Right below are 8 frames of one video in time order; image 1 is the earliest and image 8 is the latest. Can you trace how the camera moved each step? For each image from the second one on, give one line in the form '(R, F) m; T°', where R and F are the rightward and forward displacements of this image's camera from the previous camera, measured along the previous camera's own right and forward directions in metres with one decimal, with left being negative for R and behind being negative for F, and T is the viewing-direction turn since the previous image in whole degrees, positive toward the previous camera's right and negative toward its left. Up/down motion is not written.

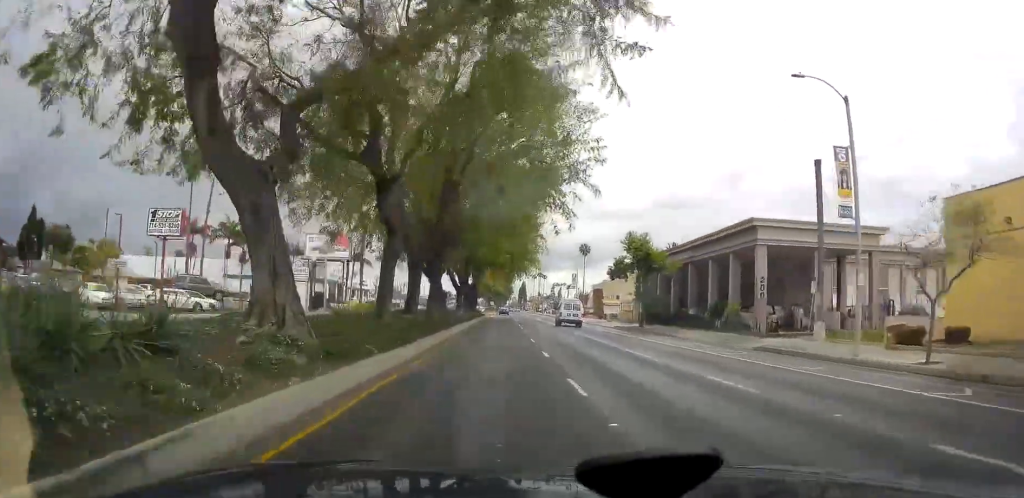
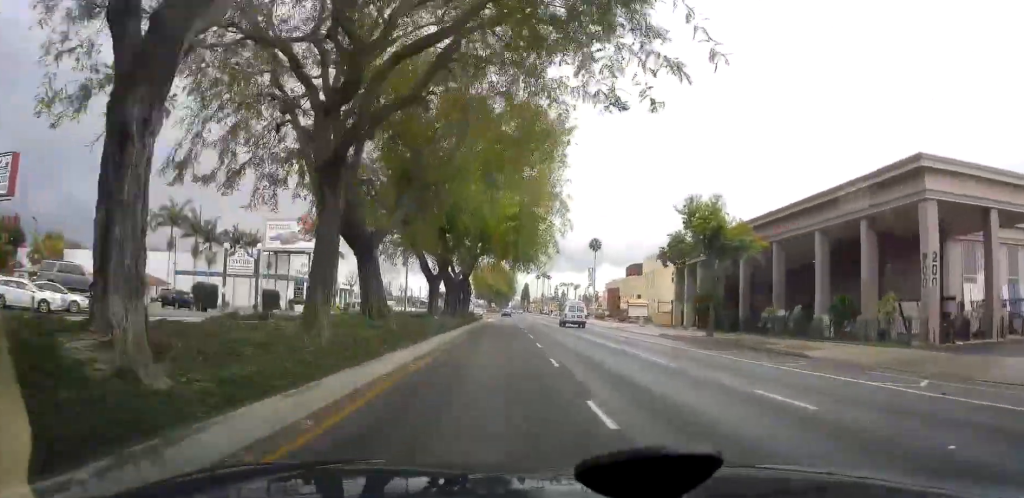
(0.0, +16.6) m; 0°
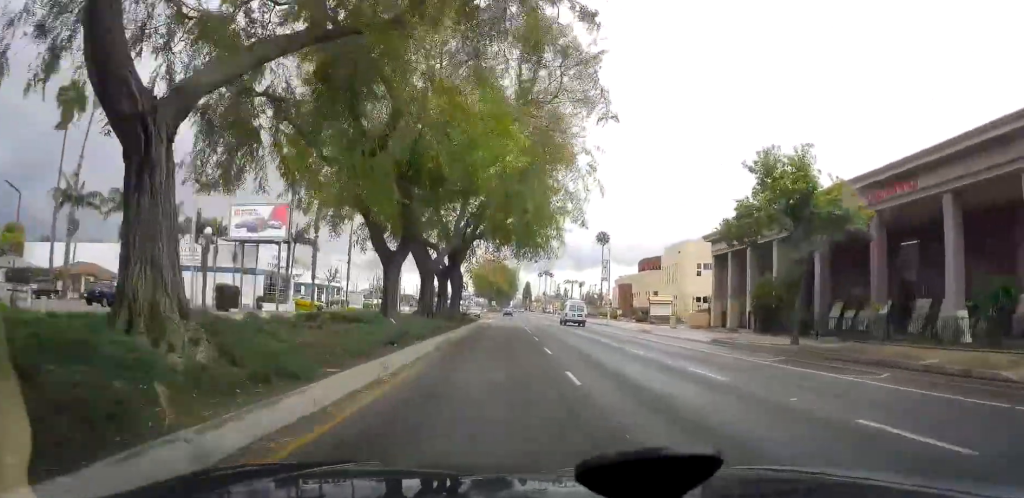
(0.0, +10.3) m; -1°
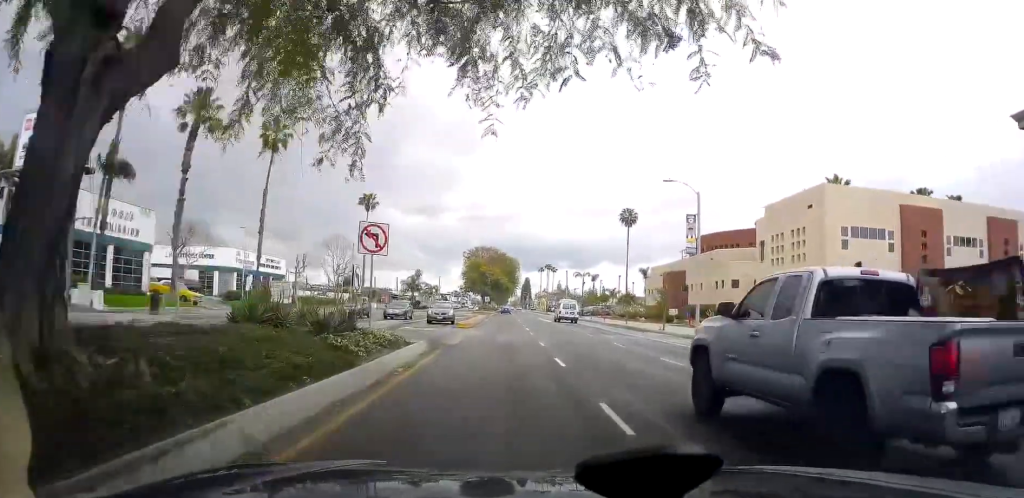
(-0.4, +32.4) m; 0°
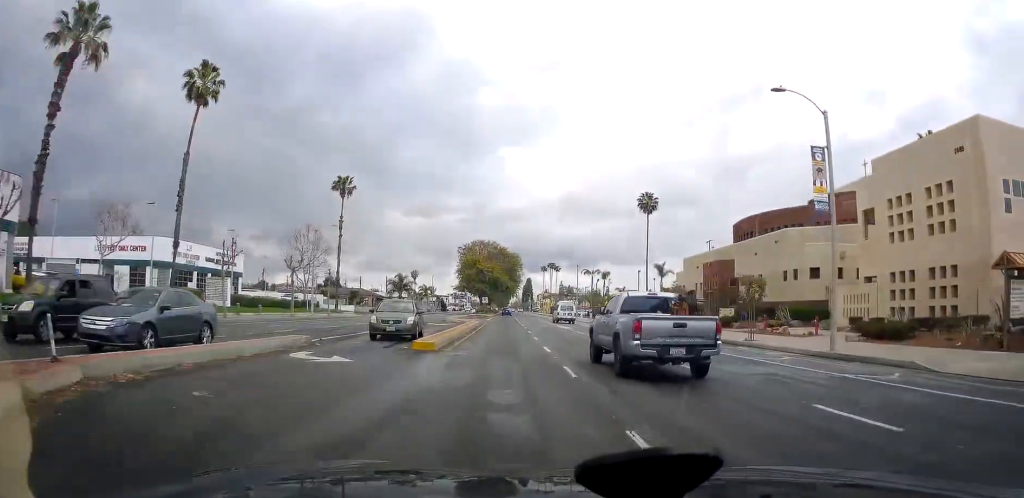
(+0.2, +16.3) m; +1°
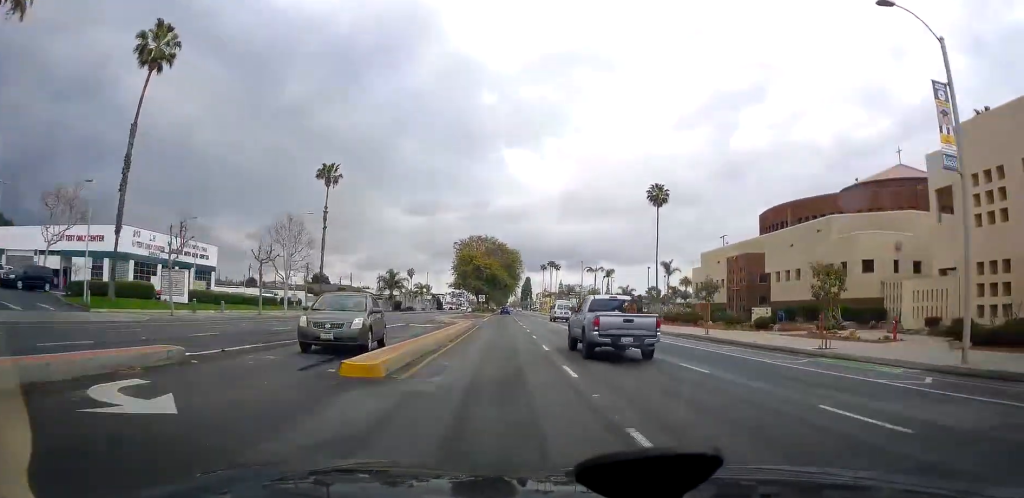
(0.0, +7.6) m; 0°
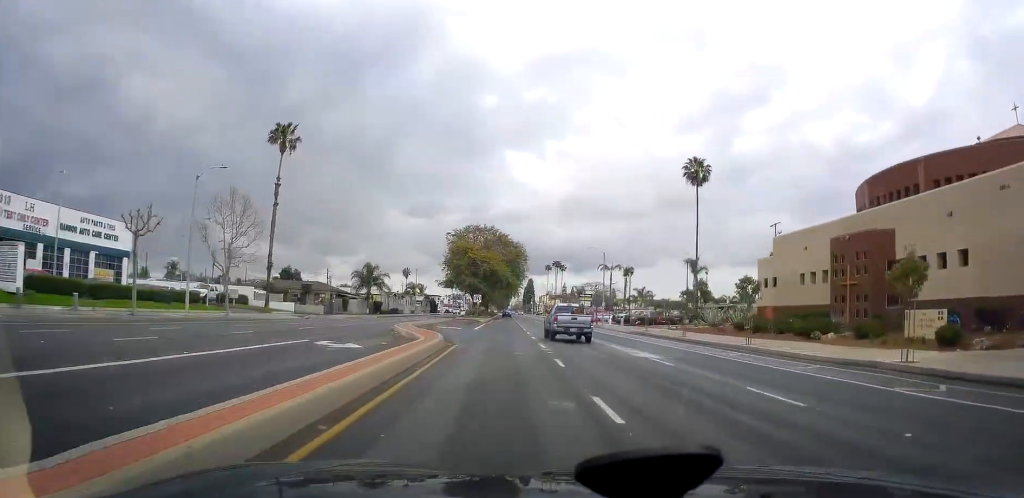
(0.0, +19.2) m; 0°
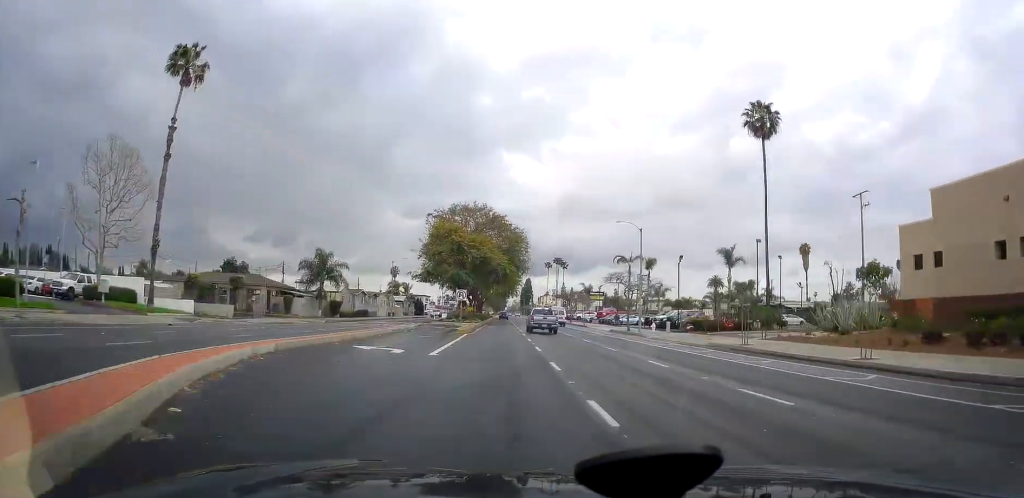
(0.0, +21.8) m; -1°
